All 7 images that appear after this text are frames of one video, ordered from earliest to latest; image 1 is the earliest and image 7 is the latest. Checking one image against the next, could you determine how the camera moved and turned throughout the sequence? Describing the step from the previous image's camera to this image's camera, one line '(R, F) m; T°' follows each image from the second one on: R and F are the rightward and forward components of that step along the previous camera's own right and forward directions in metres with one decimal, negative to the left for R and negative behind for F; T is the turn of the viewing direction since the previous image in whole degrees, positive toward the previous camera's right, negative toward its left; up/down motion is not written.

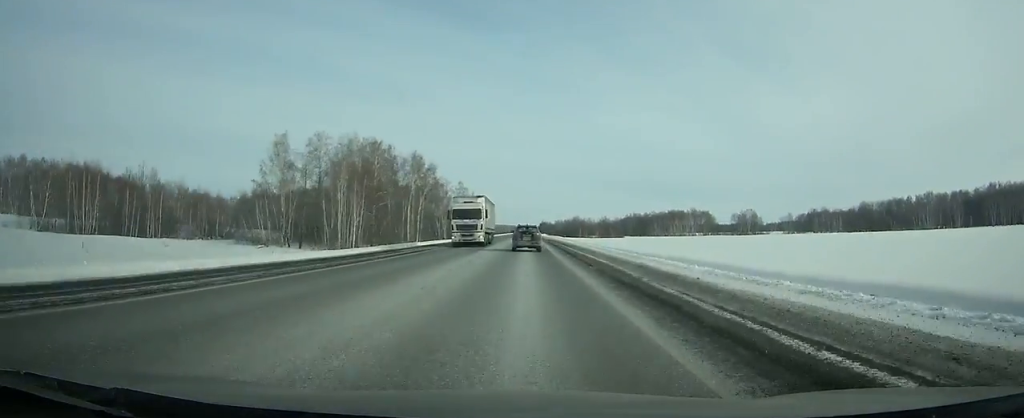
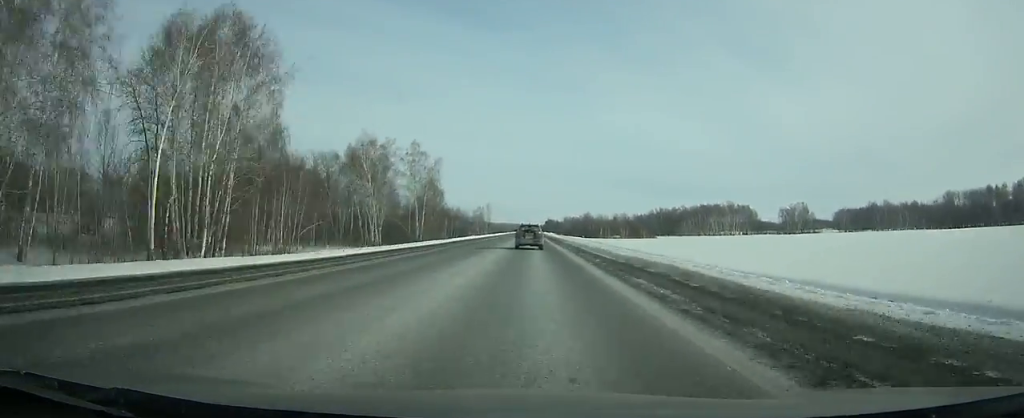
(-0.1, +76.0) m; 0°
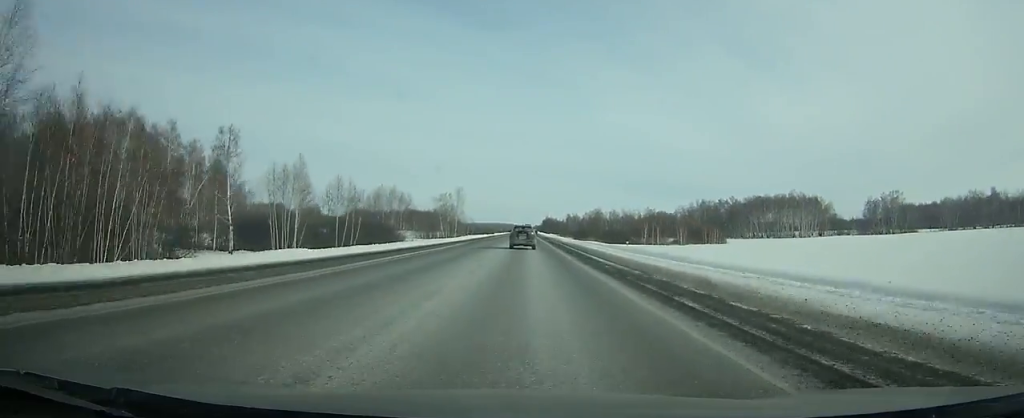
(+0.3, +102.7) m; 0°
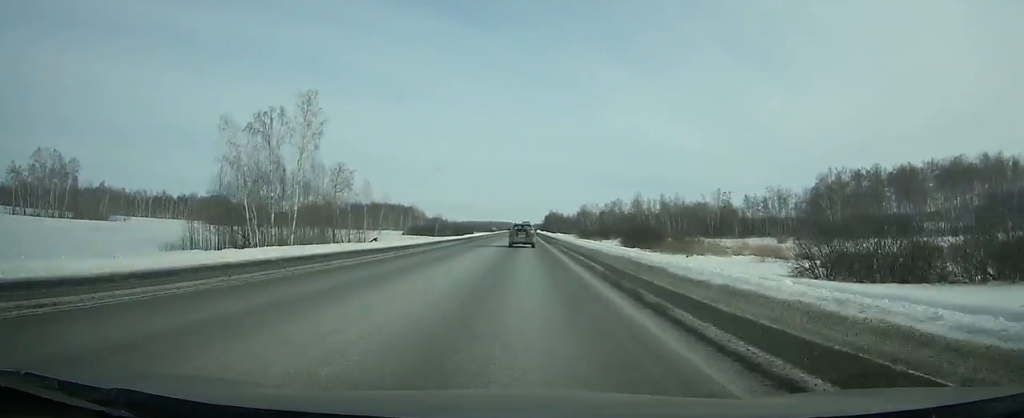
(0.0, +123.2) m; 0°
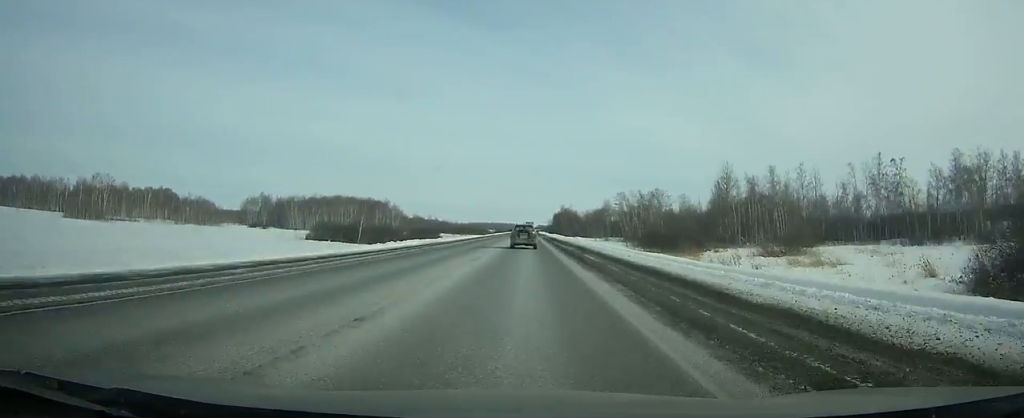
(-0.2, +95.9) m; 0°
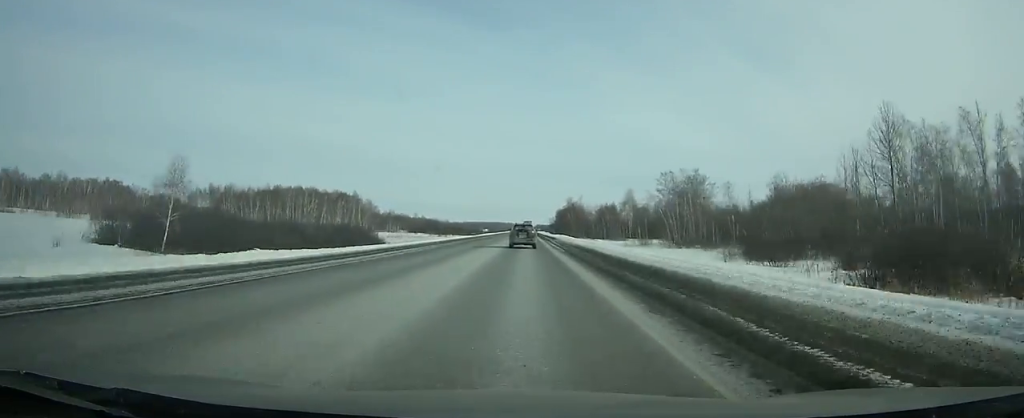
(-0.1, +60.2) m; 0°
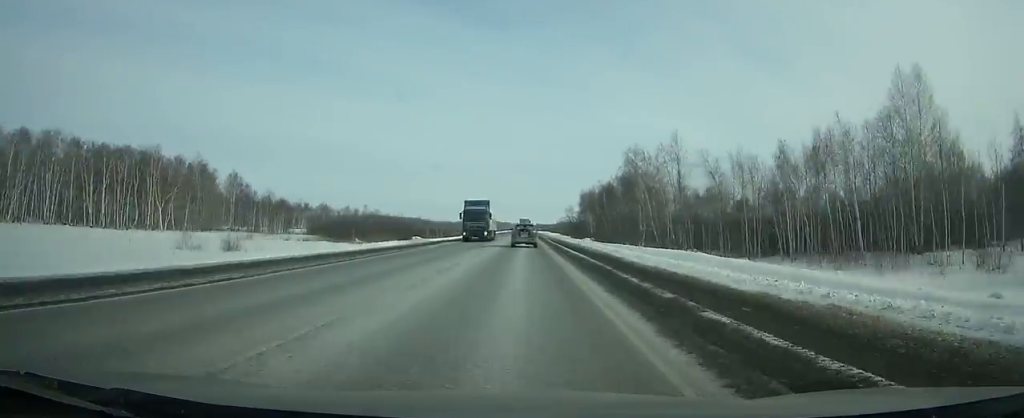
(+0.1, +149.2) m; 0°
